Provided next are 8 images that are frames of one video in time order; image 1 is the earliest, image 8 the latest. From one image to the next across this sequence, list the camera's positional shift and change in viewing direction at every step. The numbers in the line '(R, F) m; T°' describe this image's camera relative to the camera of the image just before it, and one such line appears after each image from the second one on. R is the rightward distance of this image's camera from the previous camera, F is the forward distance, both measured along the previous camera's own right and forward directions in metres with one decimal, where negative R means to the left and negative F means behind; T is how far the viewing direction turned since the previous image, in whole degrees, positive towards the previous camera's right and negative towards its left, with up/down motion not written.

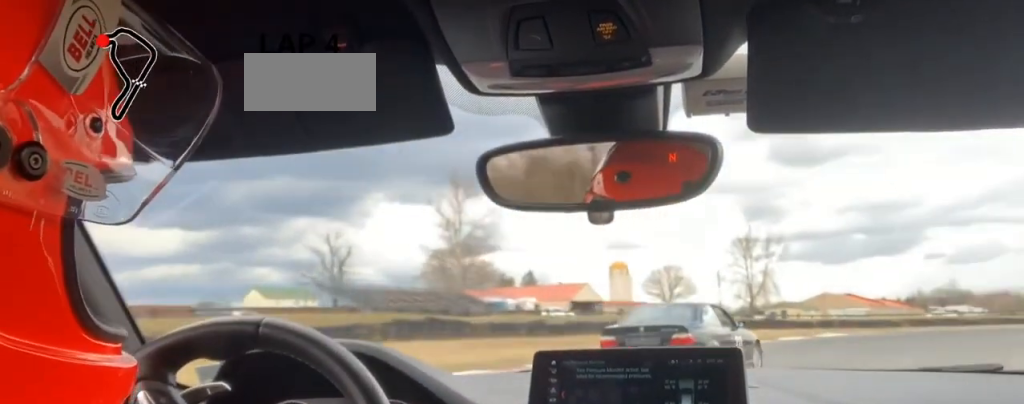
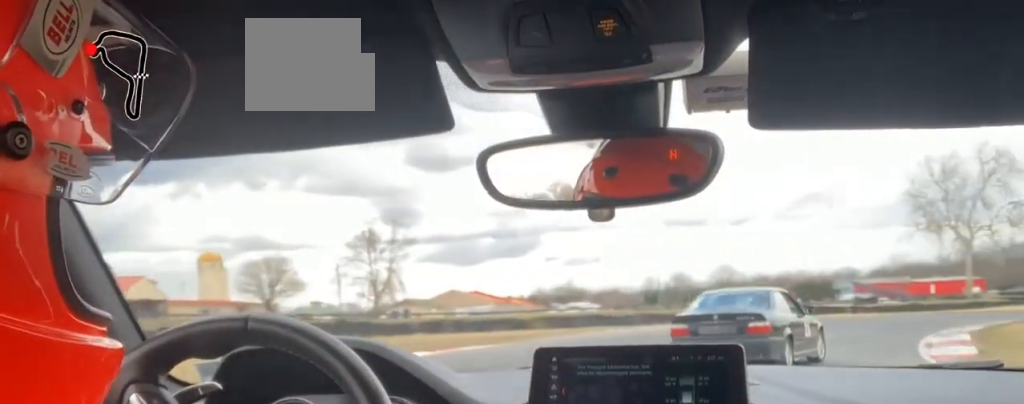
(+8.8, +21.2) m; +33°
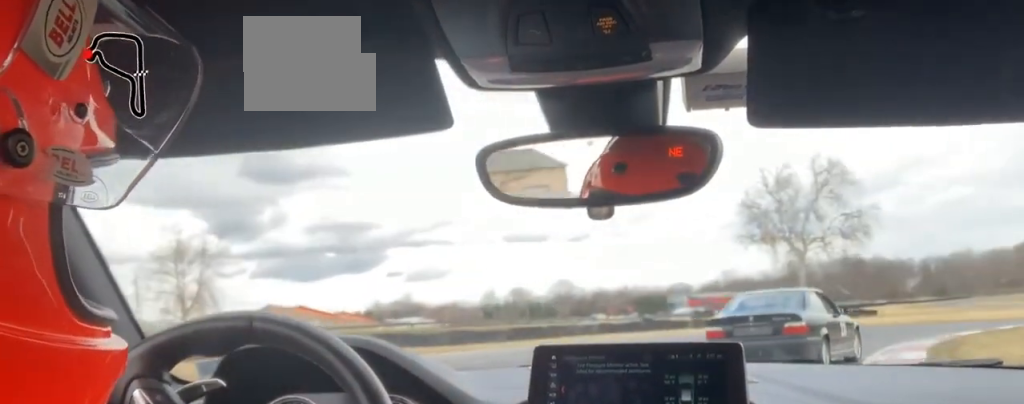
(+1.9, +11.0) m; +6°
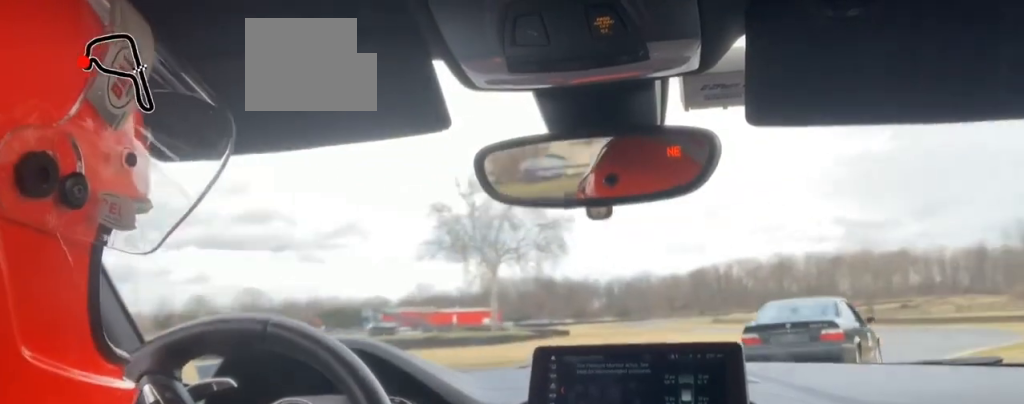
(+1.6, +19.2) m; +12°
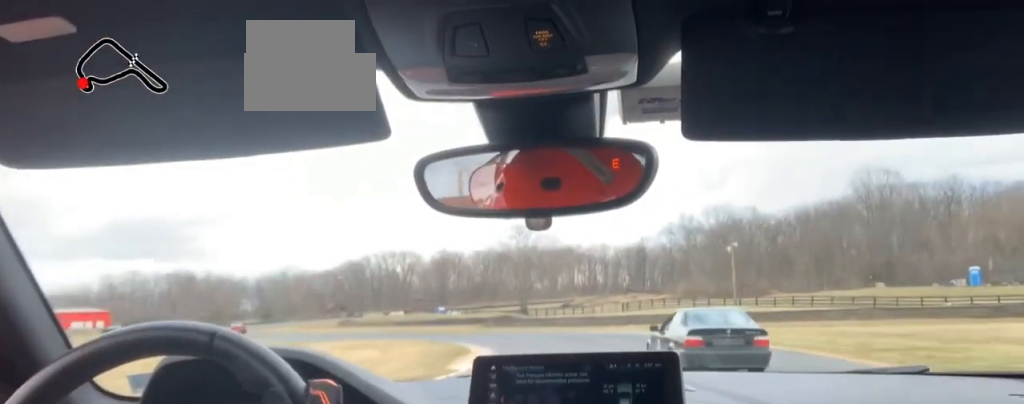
(+12.5, +47.6) m; +22°
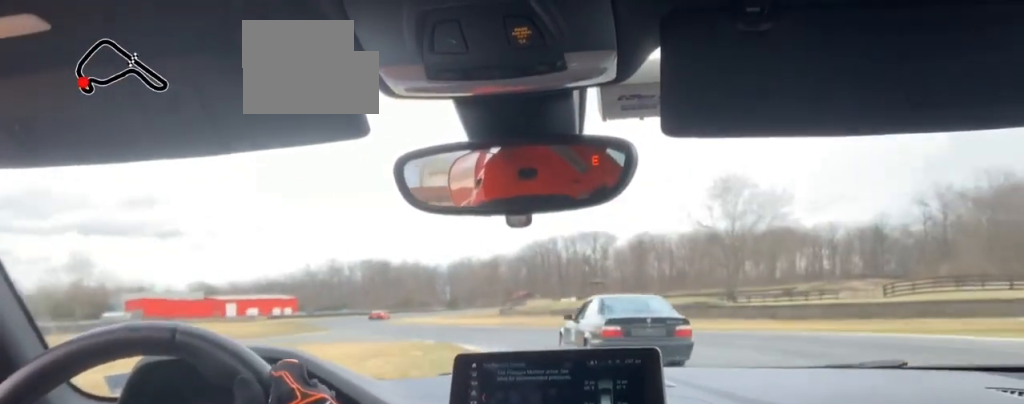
(-0.2, +34.2) m; -5°
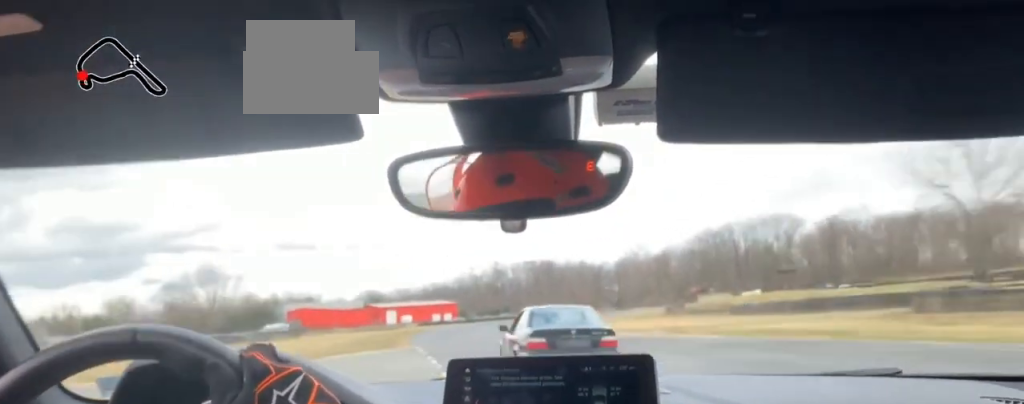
(+0.3, +21.4) m; -9°
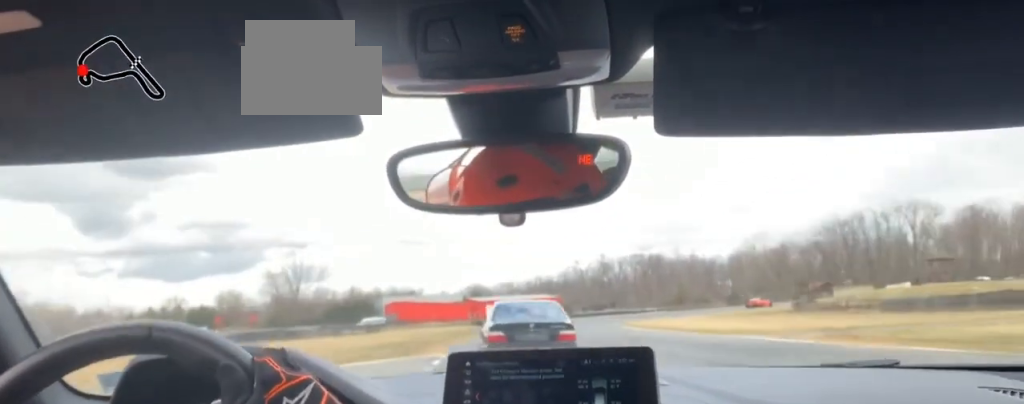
(-2.3, +13.3) m; -6°
